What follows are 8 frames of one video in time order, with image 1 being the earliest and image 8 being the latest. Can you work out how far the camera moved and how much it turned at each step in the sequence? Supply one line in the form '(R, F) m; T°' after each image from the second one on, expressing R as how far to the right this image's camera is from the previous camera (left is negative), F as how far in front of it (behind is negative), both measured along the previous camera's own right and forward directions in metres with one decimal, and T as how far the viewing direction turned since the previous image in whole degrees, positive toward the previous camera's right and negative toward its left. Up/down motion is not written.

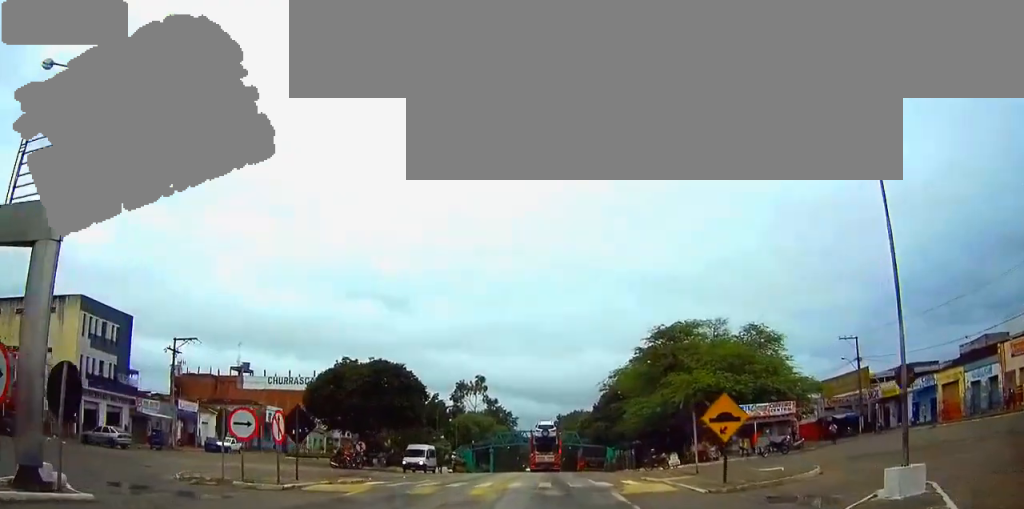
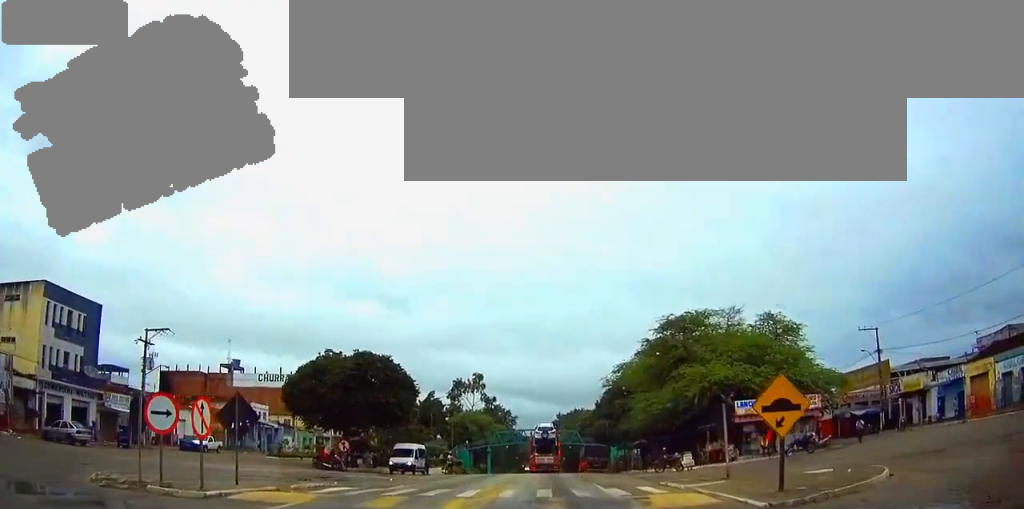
(0.0, +4.7) m; 0°
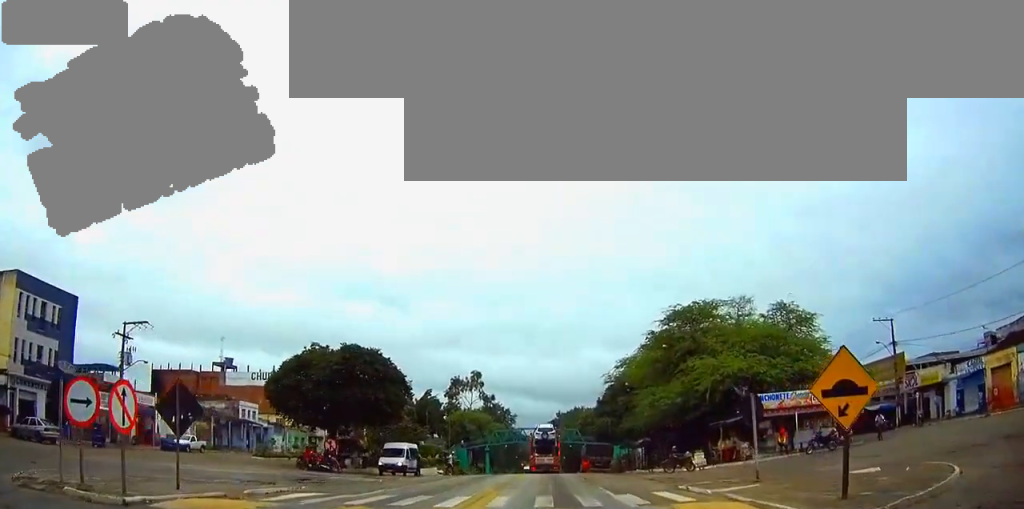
(0.0, +3.1) m; +1°
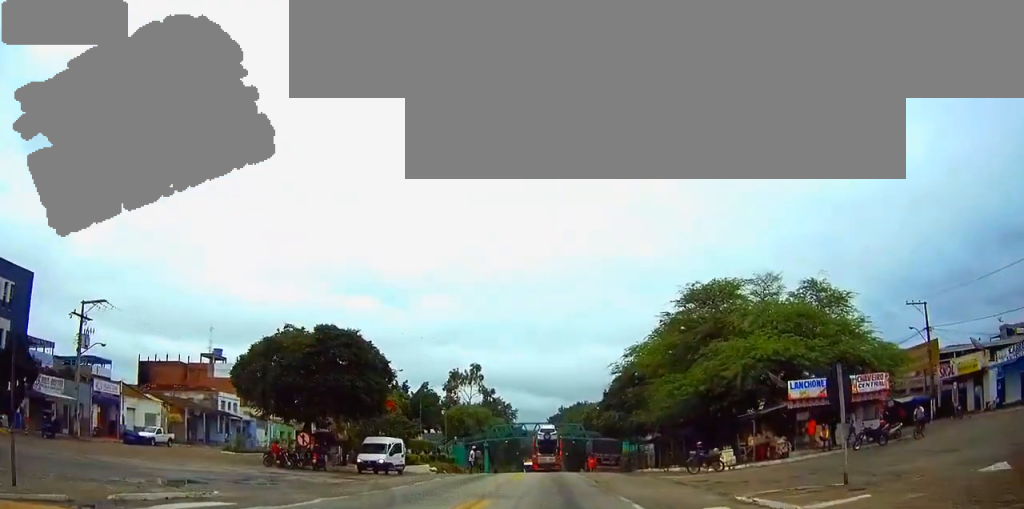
(+0.1, +5.8) m; +3°
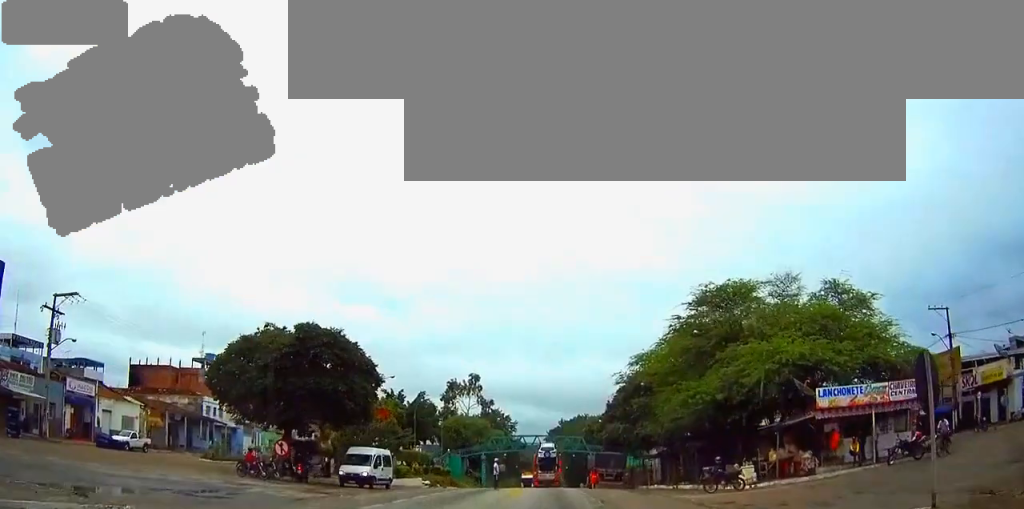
(+0.1, +3.7) m; +1°
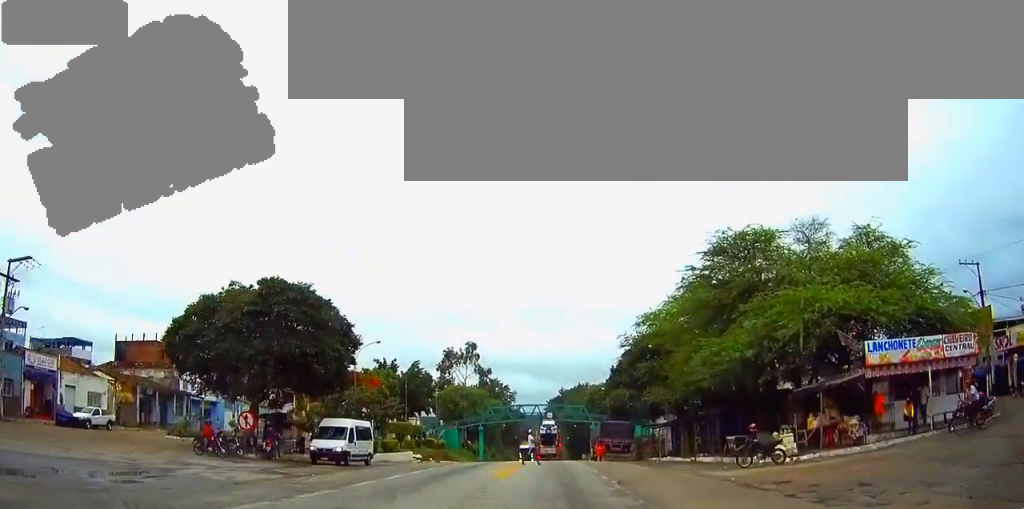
(0.0, +5.1) m; 0°
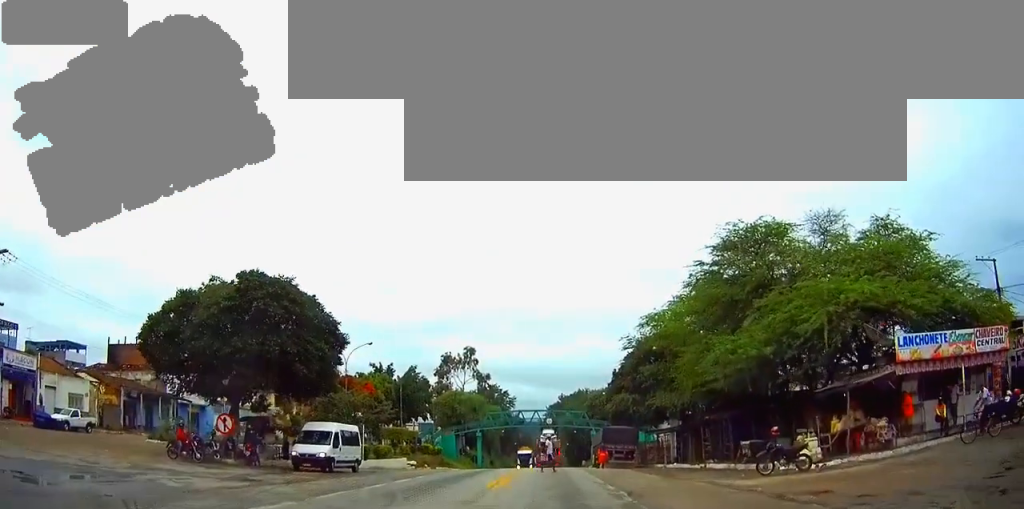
(0.0, +2.5) m; 0°
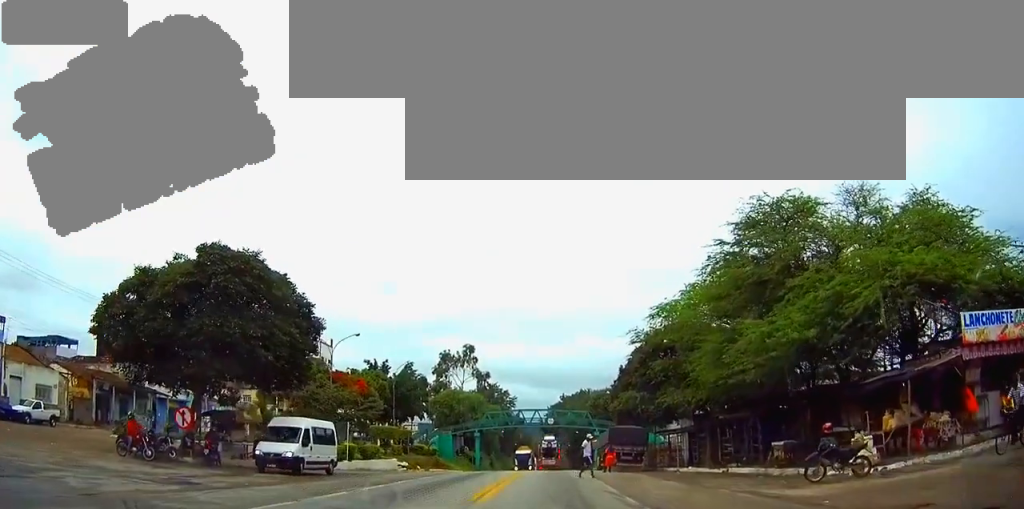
(0.0, +4.3) m; -1°
